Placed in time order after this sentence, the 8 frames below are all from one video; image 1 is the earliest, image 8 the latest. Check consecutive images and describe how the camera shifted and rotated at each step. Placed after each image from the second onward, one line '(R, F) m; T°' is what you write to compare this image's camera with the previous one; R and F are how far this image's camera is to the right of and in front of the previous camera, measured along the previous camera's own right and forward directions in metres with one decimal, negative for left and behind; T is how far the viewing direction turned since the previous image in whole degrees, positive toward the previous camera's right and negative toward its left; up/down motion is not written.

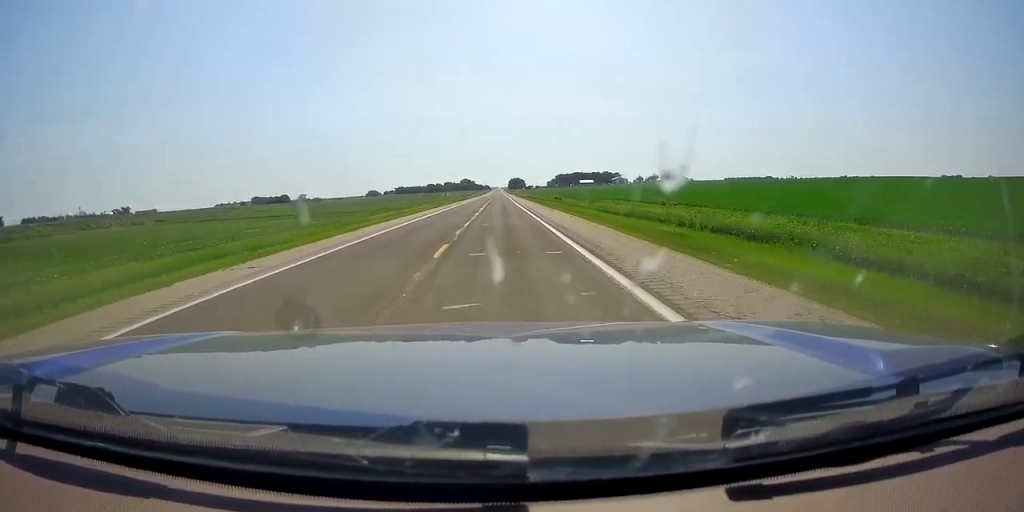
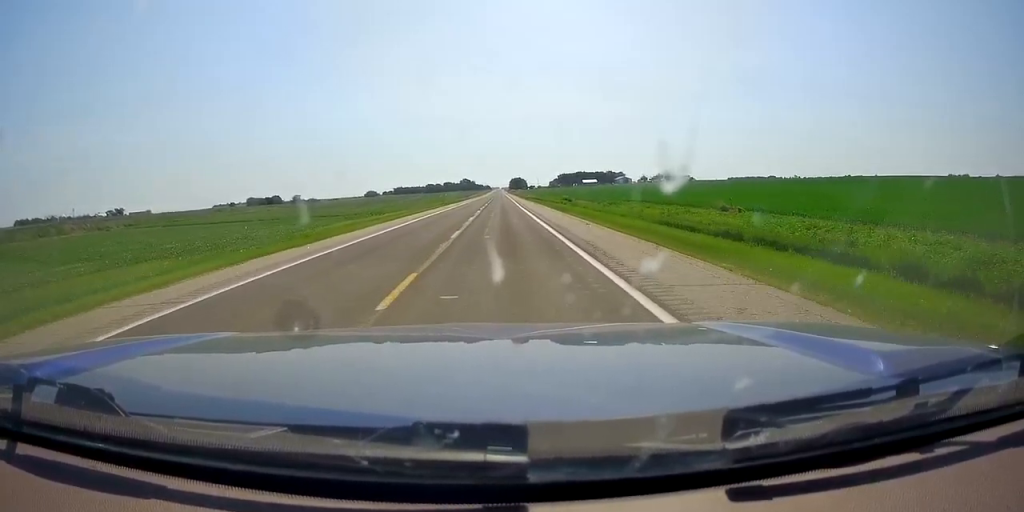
(0.0, +18.5) m; 0°
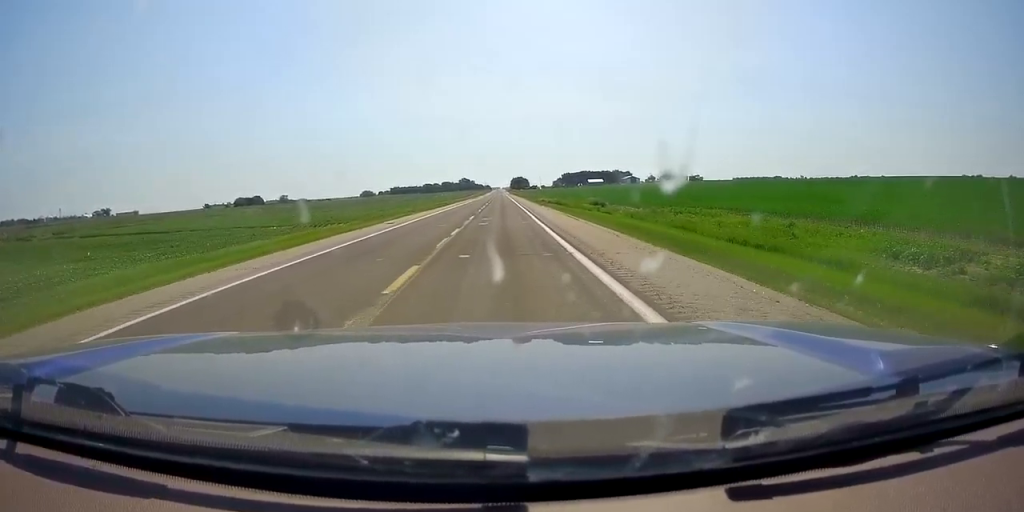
(+0.2, +35.2) m; +1°
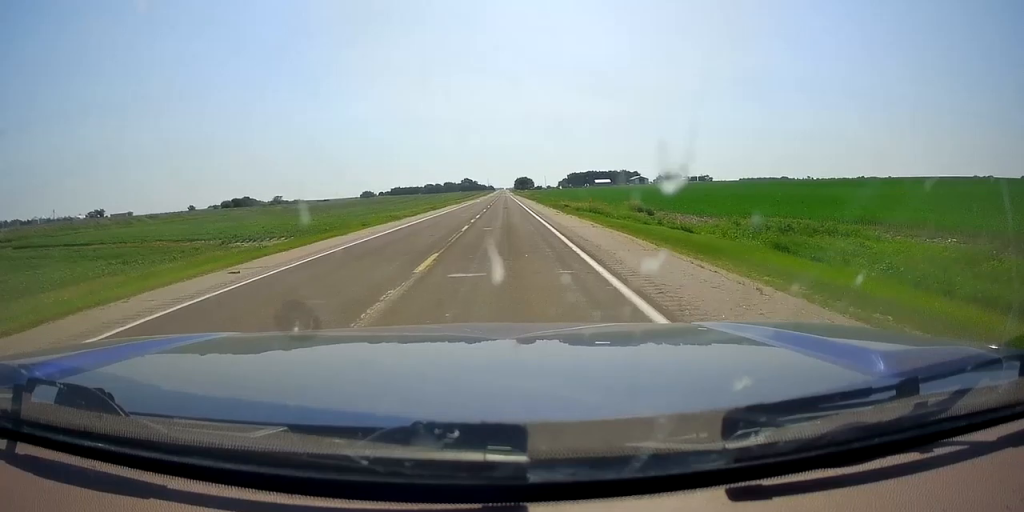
(+0.4, +22.0) m; 0°
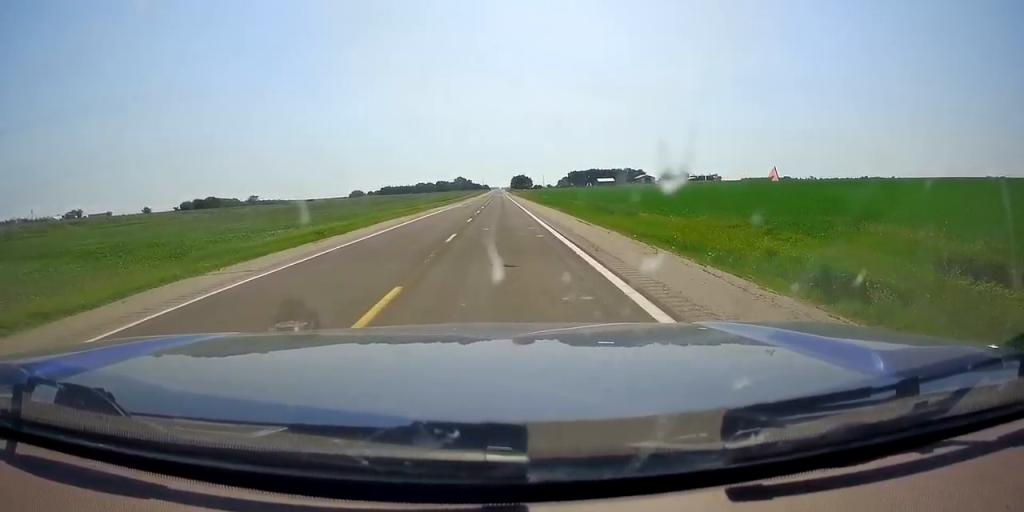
(-0.6, +42.0) m; -1°
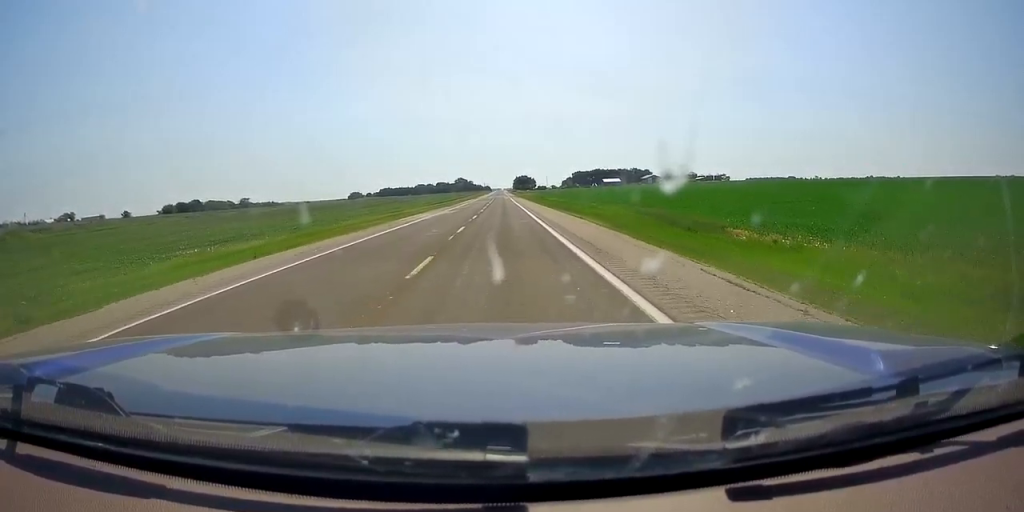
(0.0, +19.4) m; 0°
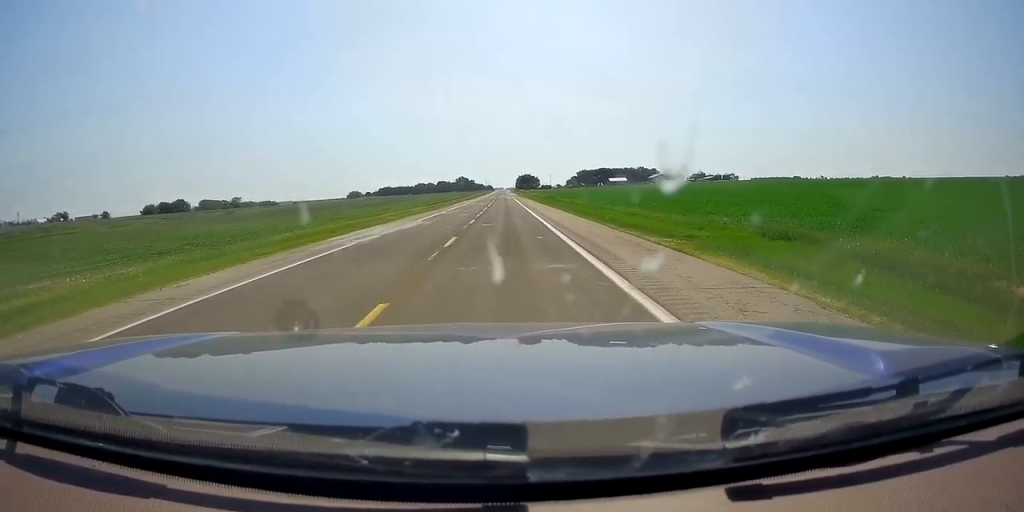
(0.0, +18.4) m; 0°
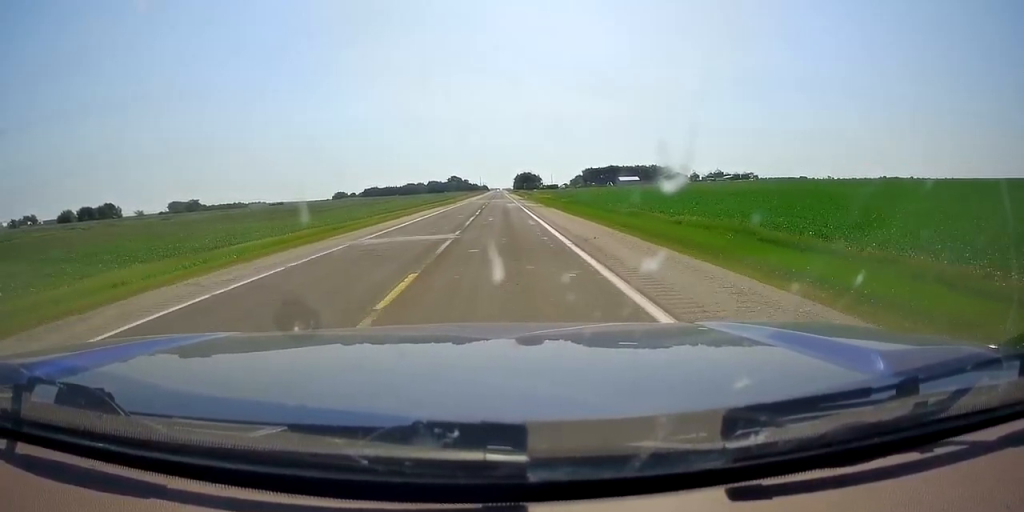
(0.0, +58.0) m; 0°
